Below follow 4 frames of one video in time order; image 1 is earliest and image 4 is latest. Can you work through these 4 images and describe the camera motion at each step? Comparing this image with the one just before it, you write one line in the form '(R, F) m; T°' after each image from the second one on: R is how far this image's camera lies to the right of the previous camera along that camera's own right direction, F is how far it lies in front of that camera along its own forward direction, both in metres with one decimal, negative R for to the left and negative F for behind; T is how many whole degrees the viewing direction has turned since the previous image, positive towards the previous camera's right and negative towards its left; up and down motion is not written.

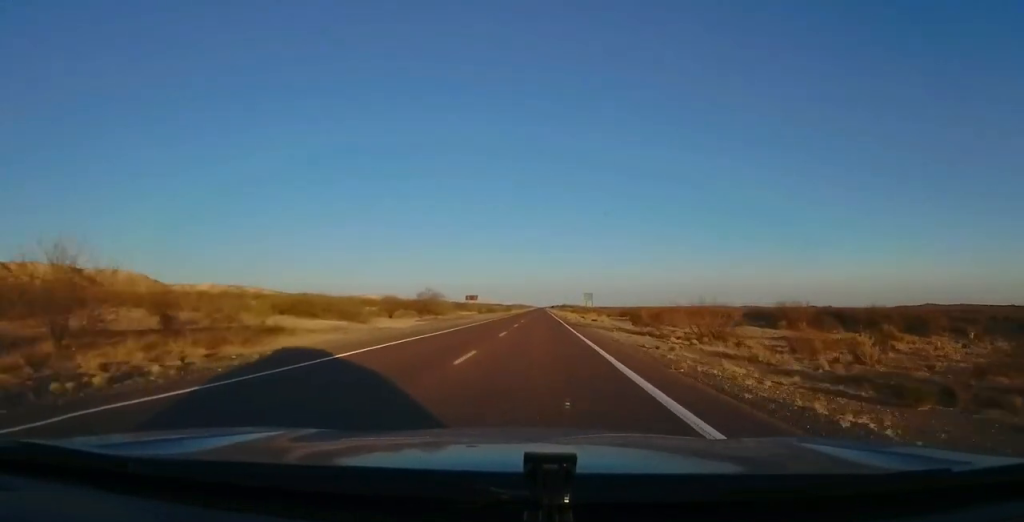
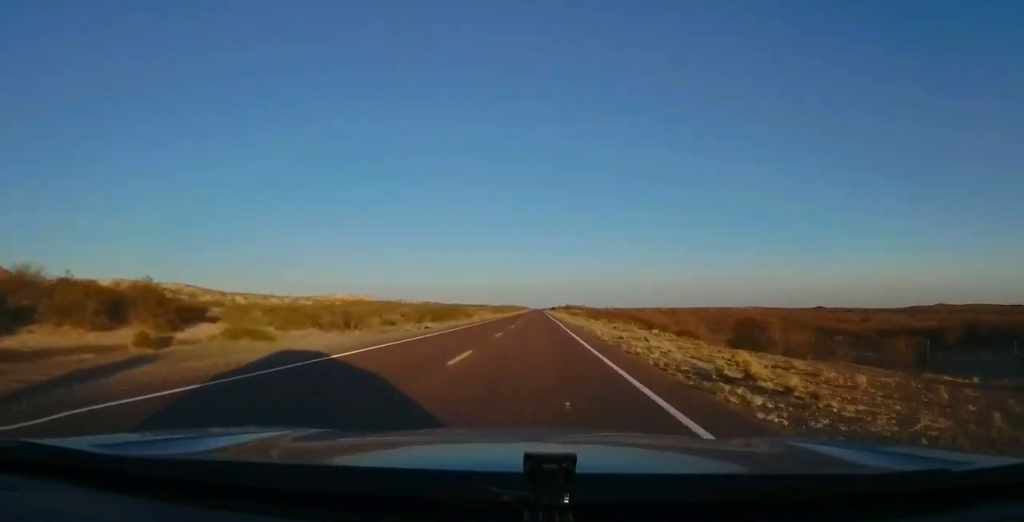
(+0.9, +109.1) m; 0°
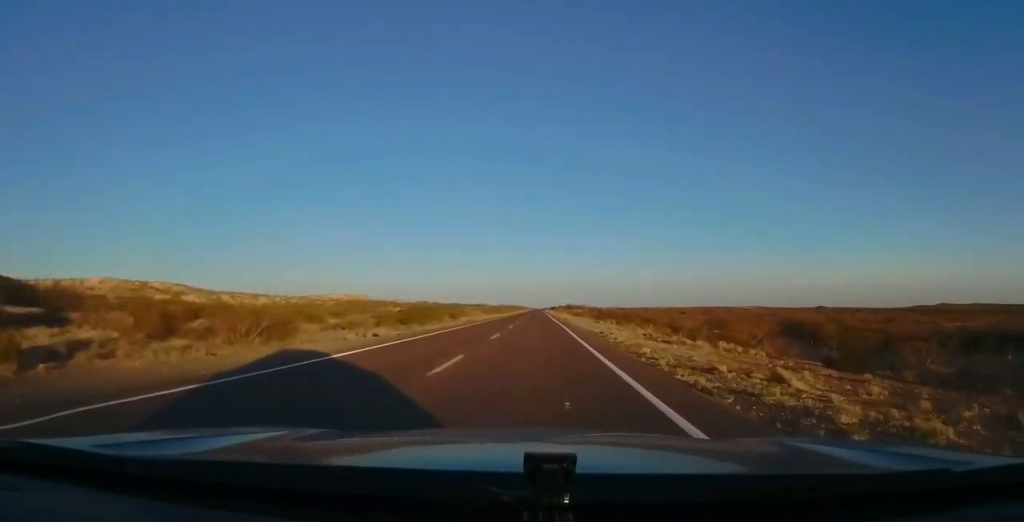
(+0.2, +13.7) m; 0°
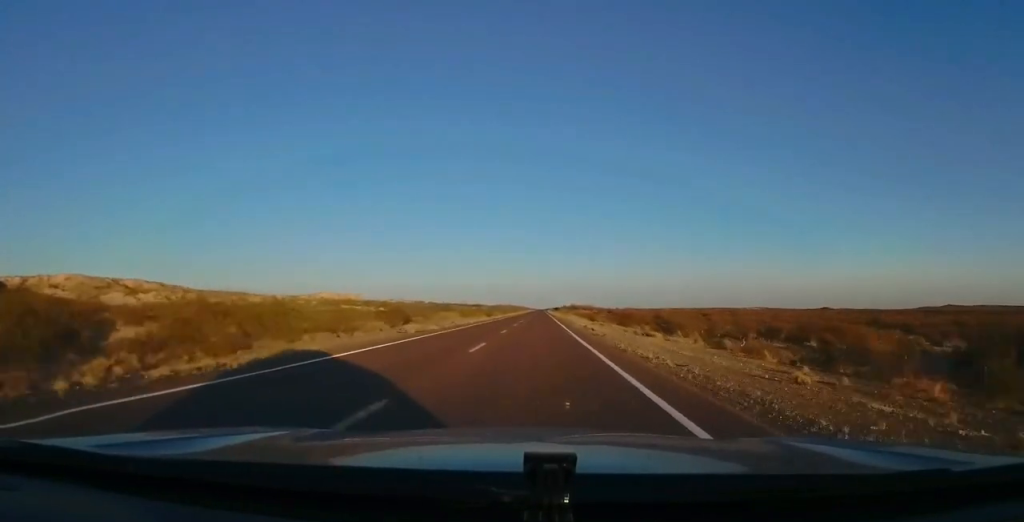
(+0.1, +31.3) m; 0°
